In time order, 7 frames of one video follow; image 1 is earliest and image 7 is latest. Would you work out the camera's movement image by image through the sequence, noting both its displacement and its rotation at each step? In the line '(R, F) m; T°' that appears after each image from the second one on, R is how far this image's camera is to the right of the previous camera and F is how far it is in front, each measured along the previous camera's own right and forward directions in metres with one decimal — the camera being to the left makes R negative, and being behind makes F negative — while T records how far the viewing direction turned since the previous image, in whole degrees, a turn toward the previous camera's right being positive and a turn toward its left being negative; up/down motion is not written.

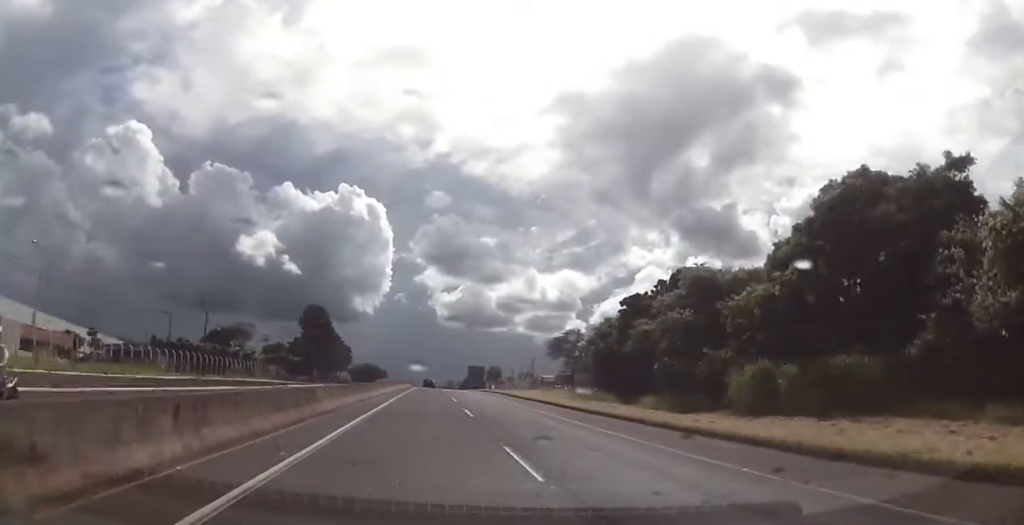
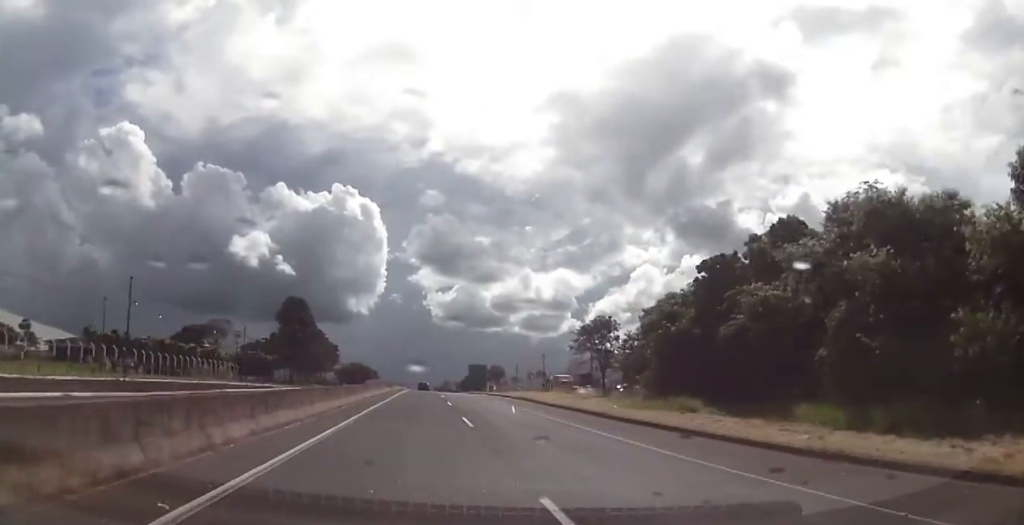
(+0.5, +21.9) m; +1°
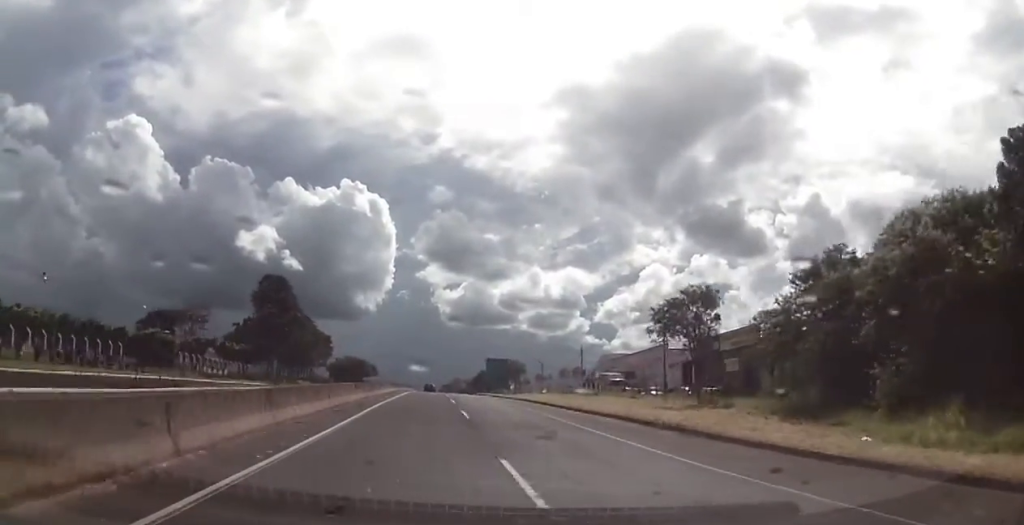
(-0.1, +28.9) m; 0°
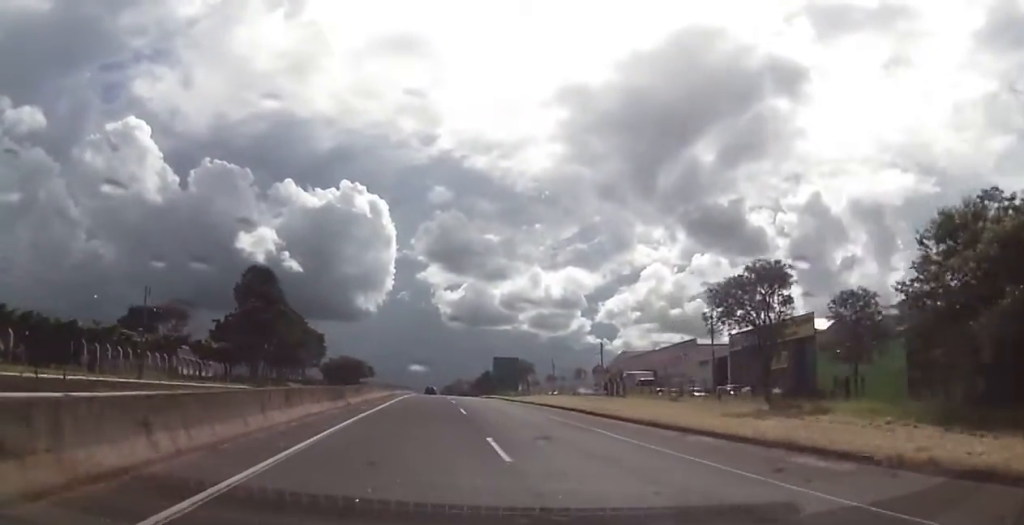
(0.0, +12.4) m; 0°
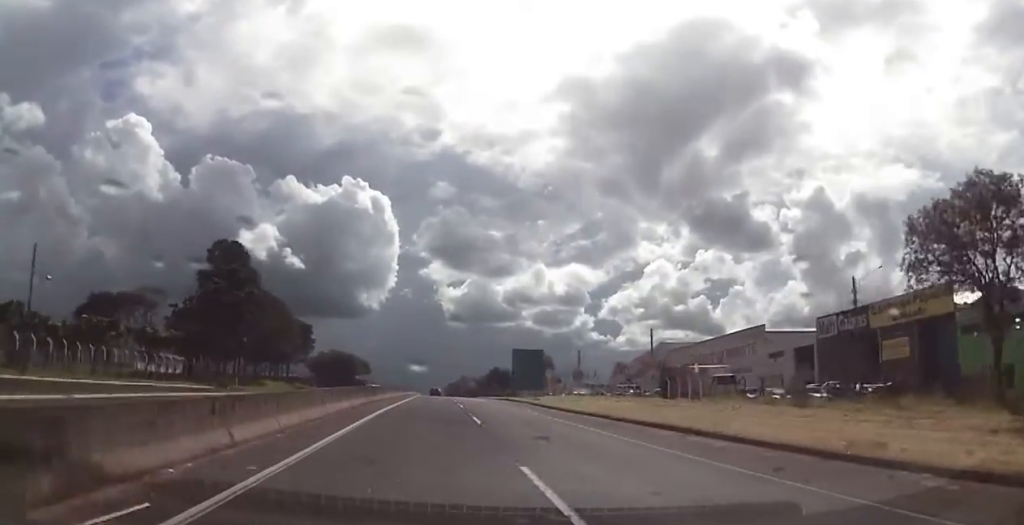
(0.0, +21.4) m; 0°
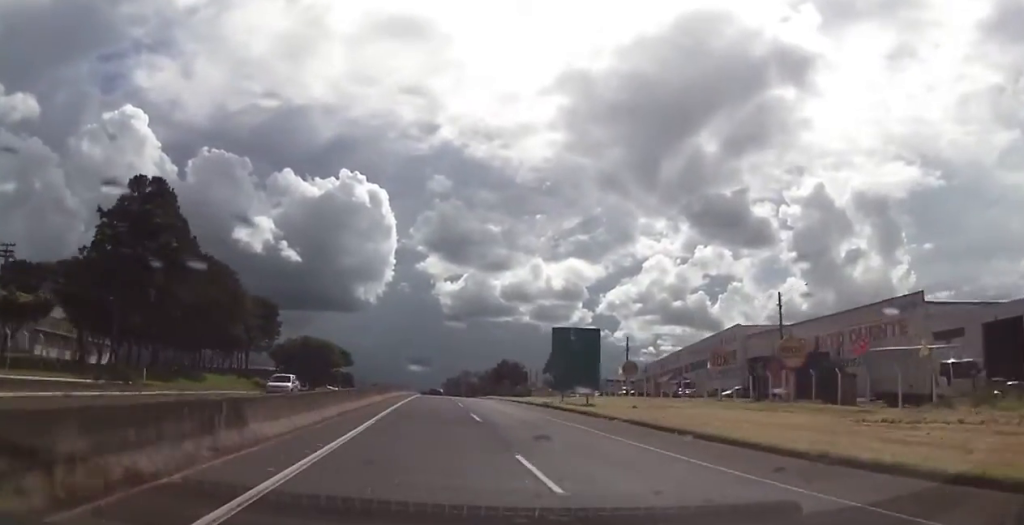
(-0.1, +30.1) m; 0°
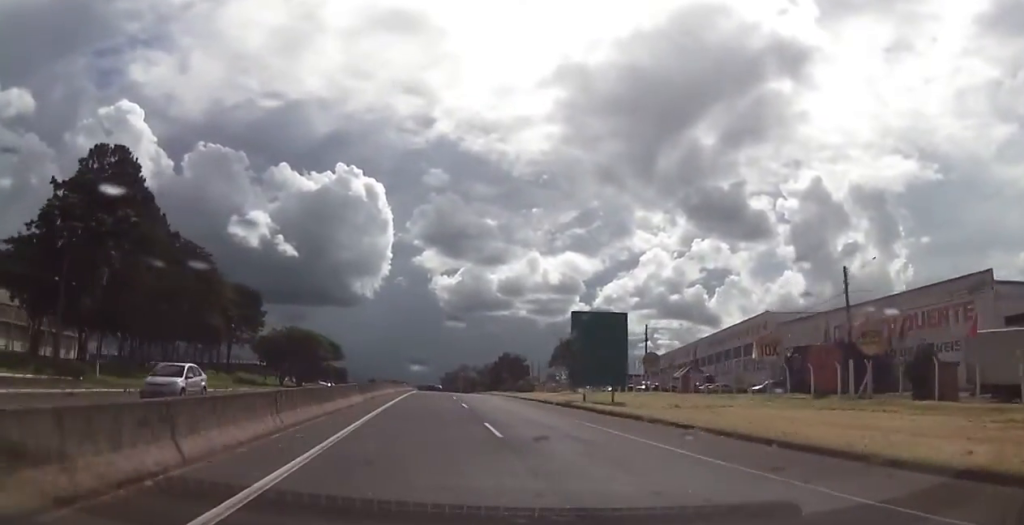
(0.0, +8.9) m; 0°
